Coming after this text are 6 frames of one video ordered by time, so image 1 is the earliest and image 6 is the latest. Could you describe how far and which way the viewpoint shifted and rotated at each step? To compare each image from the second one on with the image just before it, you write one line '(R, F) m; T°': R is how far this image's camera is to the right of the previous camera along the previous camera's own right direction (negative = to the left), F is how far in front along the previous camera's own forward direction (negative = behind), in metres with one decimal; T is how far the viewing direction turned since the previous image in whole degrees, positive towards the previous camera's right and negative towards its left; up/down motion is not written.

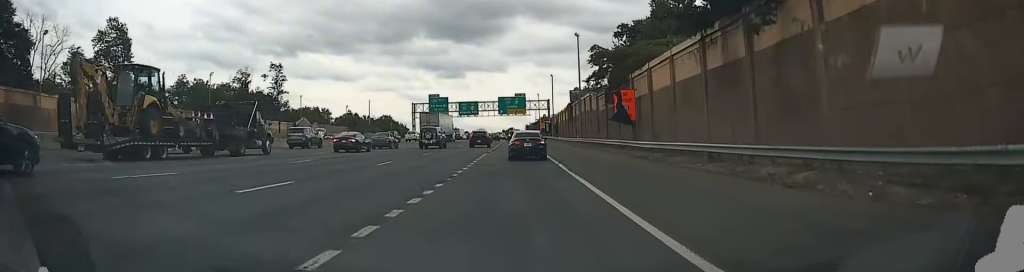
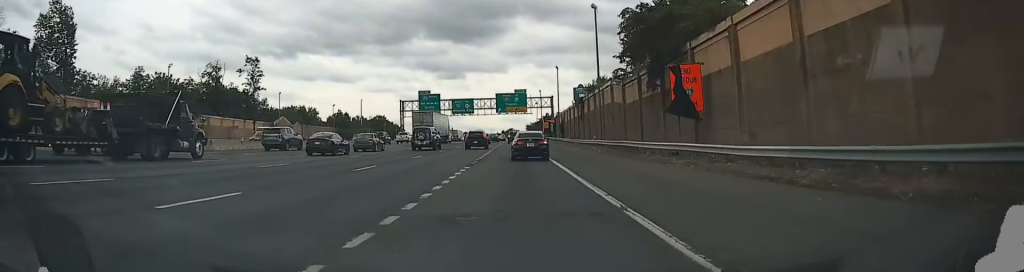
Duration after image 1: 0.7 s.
(-0.1, +15.2) m; 0°
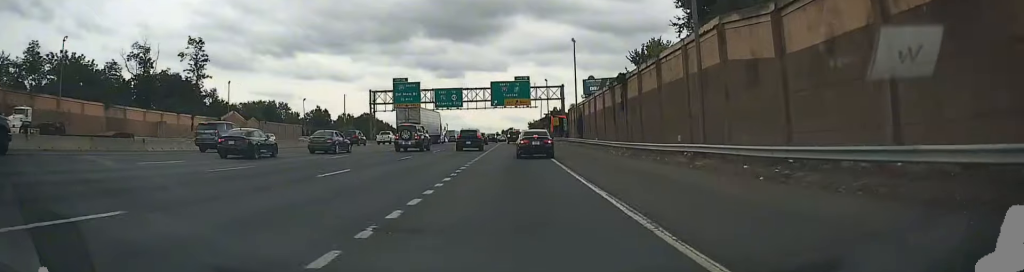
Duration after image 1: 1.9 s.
(+0.1, +30.0) m; 0°
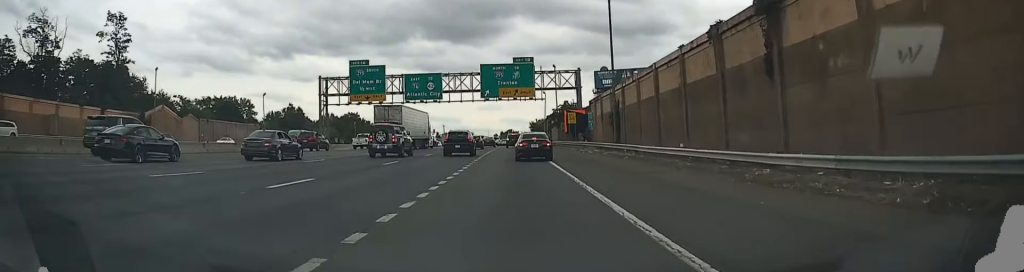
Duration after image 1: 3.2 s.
(0.0, +28.9) m; 0°
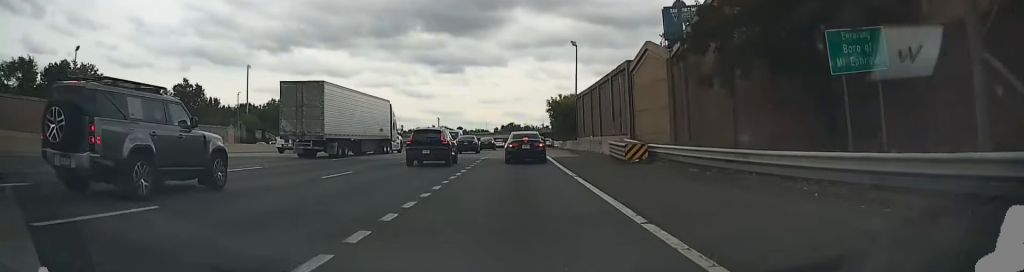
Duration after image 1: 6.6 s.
(-0.7, +69.4) m; -1°
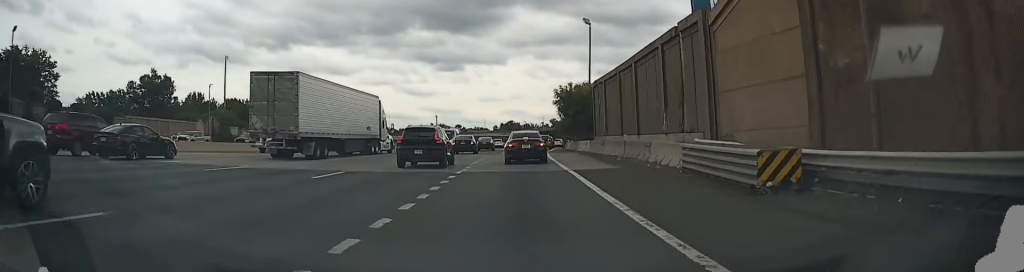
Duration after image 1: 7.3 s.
(0.0, +14.7) m; 0°
